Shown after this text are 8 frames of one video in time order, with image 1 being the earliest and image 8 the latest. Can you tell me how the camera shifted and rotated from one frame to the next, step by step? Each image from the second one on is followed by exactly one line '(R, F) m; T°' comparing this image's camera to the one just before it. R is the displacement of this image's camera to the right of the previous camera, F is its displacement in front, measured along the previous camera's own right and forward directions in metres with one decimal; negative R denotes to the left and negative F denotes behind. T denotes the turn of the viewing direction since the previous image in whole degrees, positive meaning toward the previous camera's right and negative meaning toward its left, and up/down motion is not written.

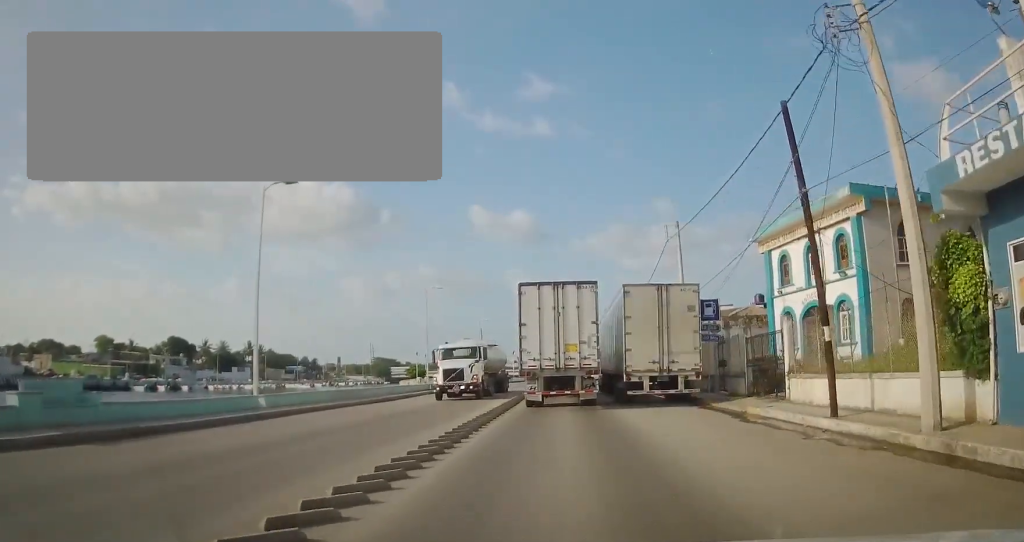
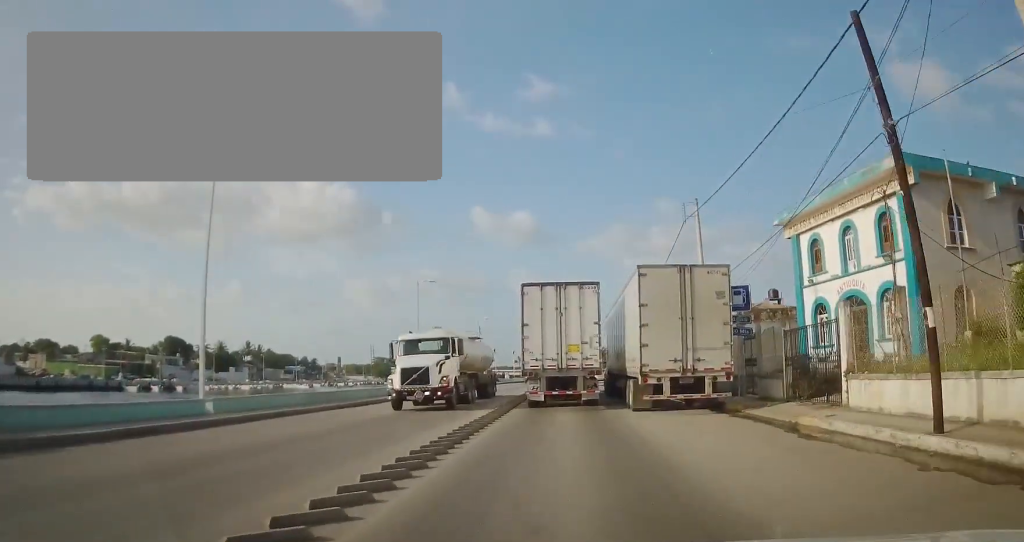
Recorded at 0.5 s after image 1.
(-0.1, +3.7) m; -1°
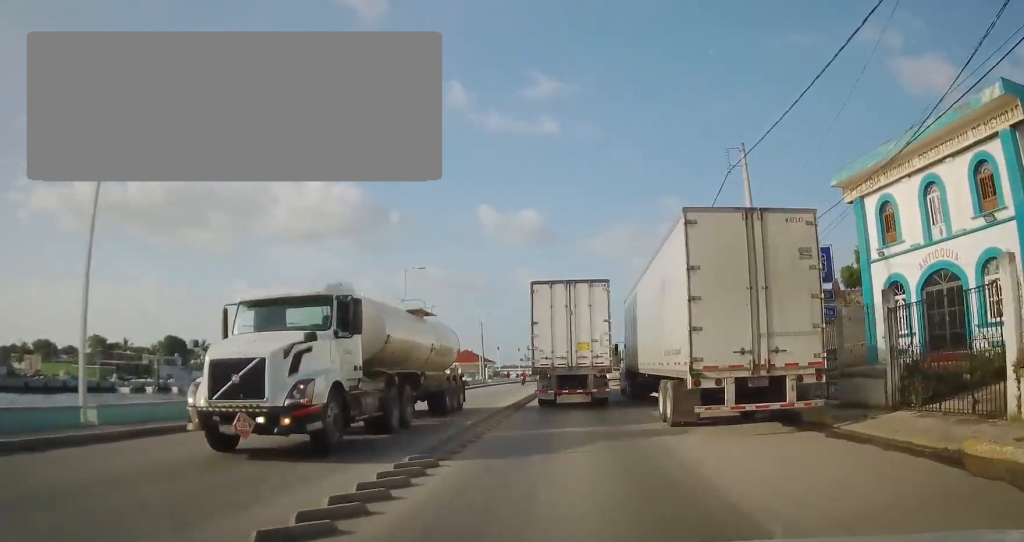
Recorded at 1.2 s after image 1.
(-0.3, +5.7) m; -1°
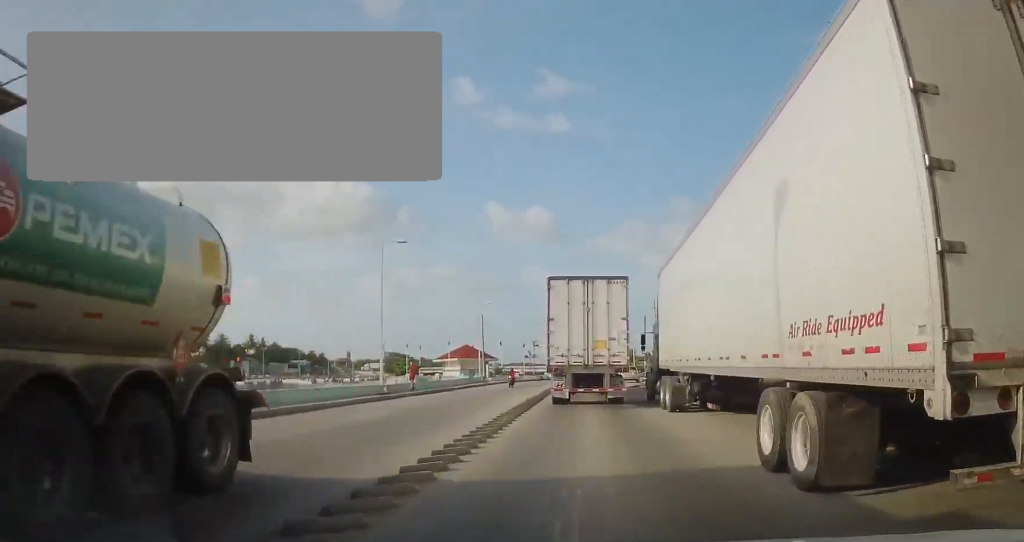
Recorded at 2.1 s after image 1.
(+0.2, +7.3) m; +2°
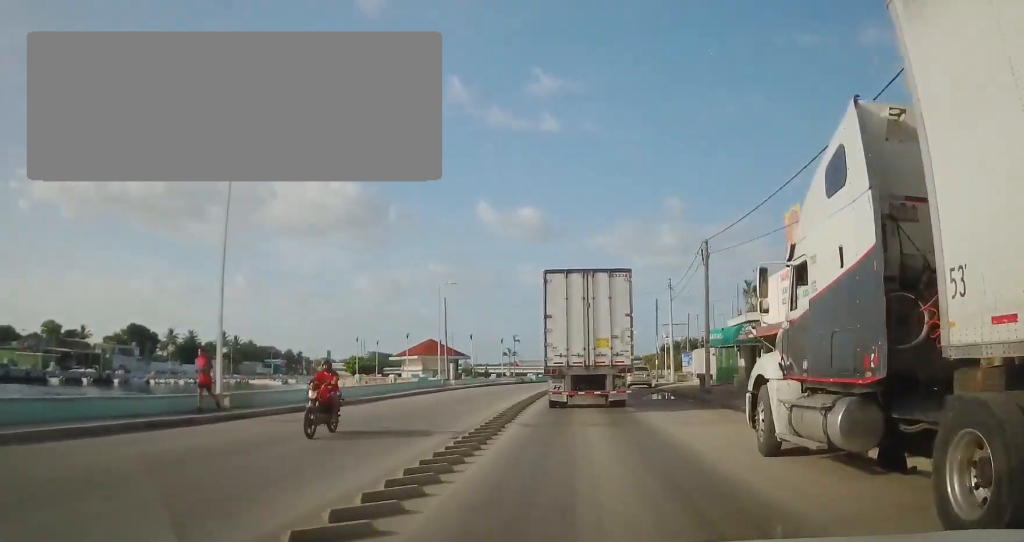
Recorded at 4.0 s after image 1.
(+0.3, +15.6) m; +1°
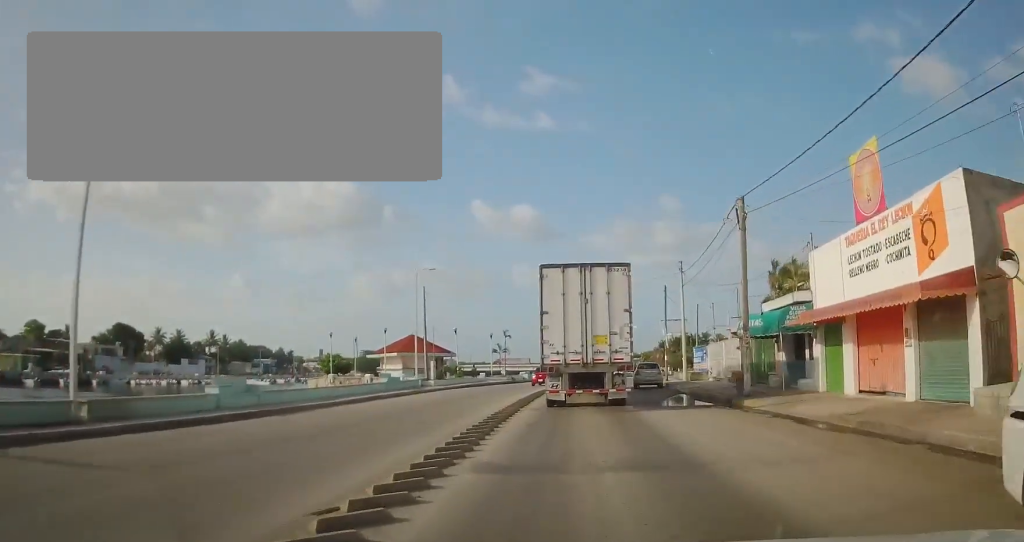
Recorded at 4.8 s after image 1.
(0.0, +6.6) m; -1°
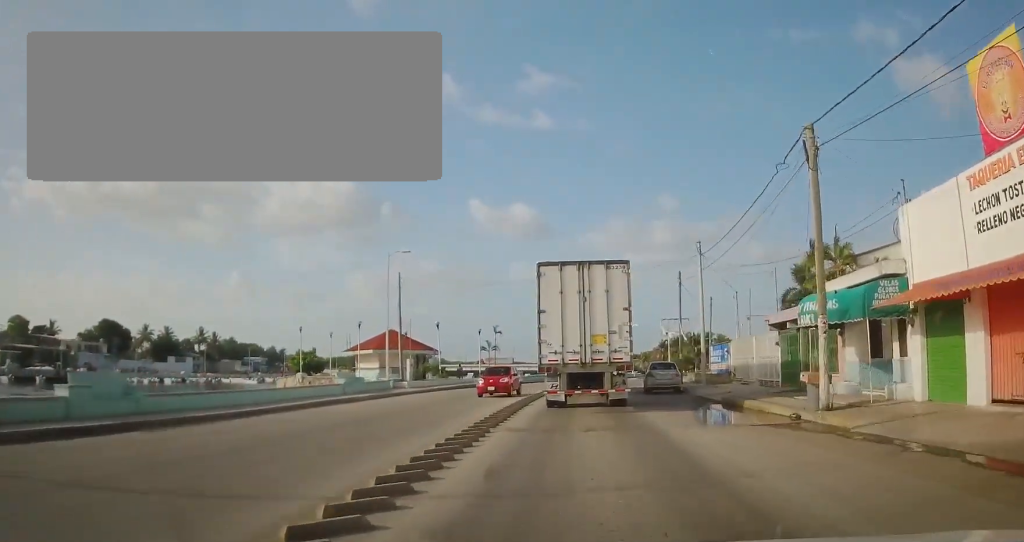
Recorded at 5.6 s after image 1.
(0.0, +6.8) m; -1°
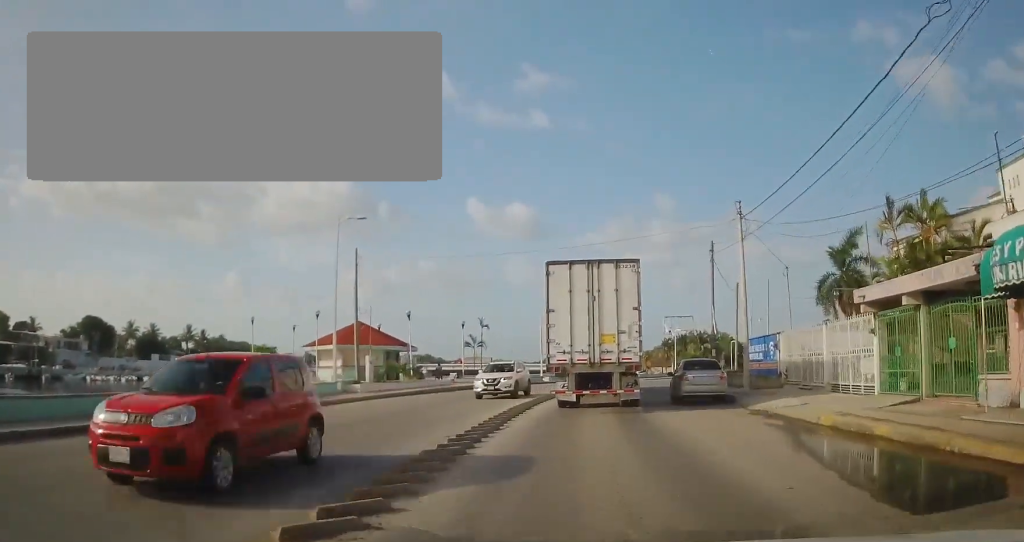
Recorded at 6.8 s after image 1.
(-0.1, +8.8) m; -1°
